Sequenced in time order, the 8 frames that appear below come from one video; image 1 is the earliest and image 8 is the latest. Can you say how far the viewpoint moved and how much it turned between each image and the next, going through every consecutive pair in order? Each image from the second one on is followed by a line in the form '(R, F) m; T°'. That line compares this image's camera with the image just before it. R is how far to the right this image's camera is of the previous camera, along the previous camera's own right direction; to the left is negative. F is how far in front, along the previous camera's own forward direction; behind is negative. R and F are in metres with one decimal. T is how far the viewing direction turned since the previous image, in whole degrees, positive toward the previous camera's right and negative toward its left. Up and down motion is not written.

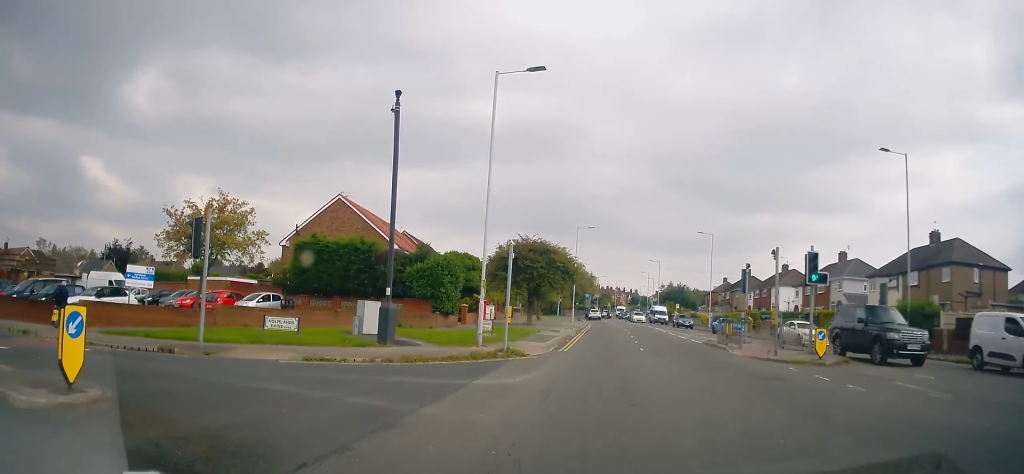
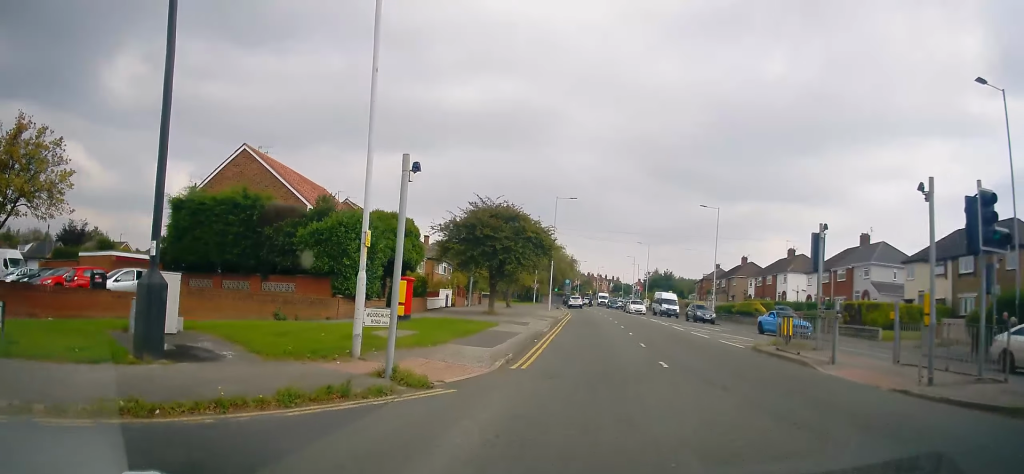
(+0.1, +10.1) m; +6°
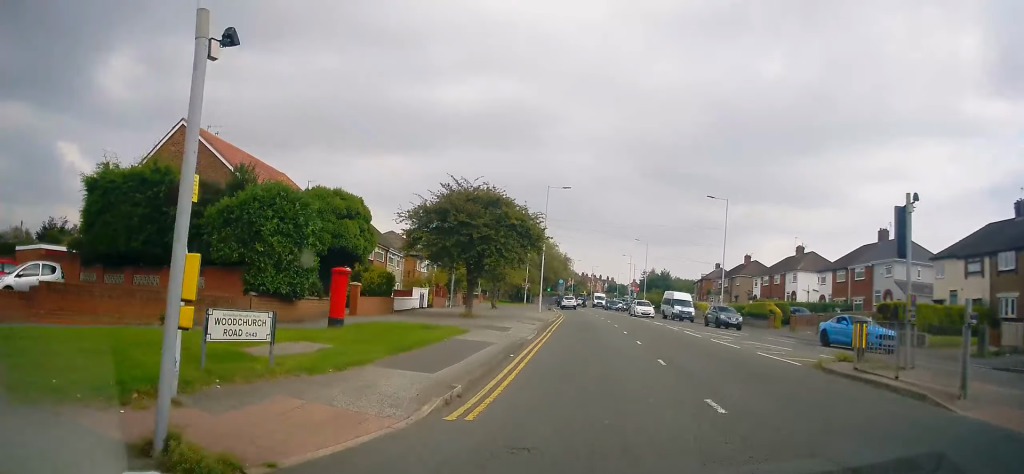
(+0.4, +5.4) m; 0°
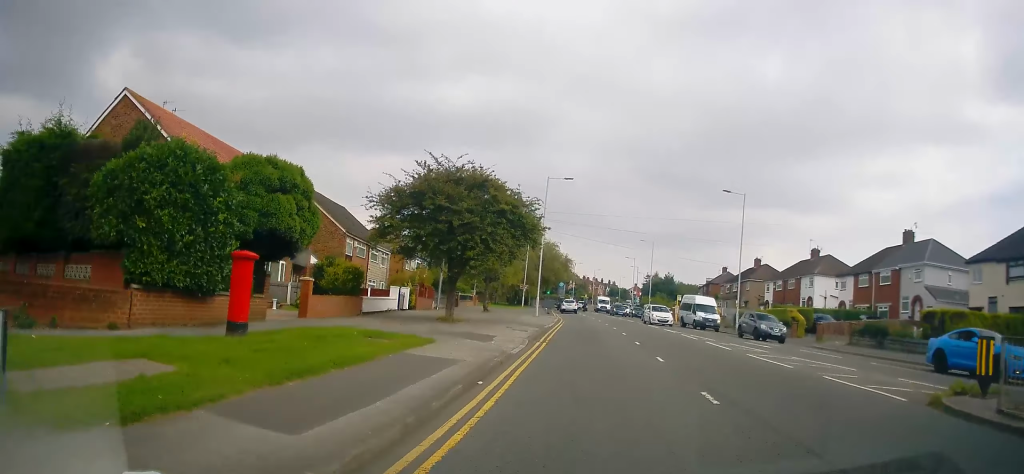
(+0.1, +4.6) m; -1°
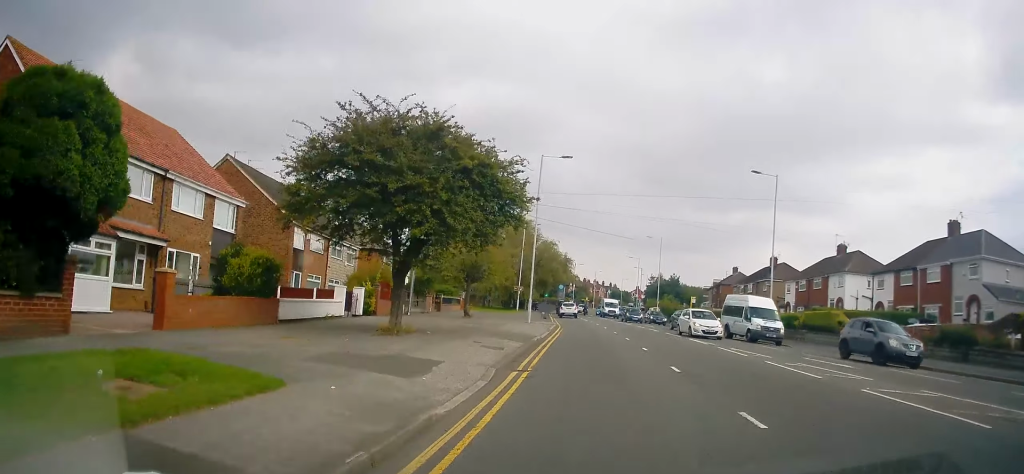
(-0.6, +7.6) m; -2°
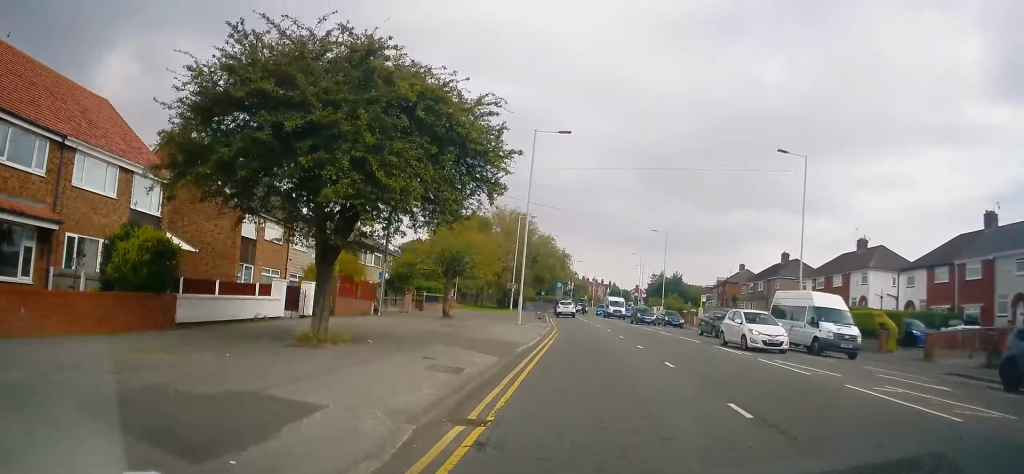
(+0.2, +5.3) m; +2°
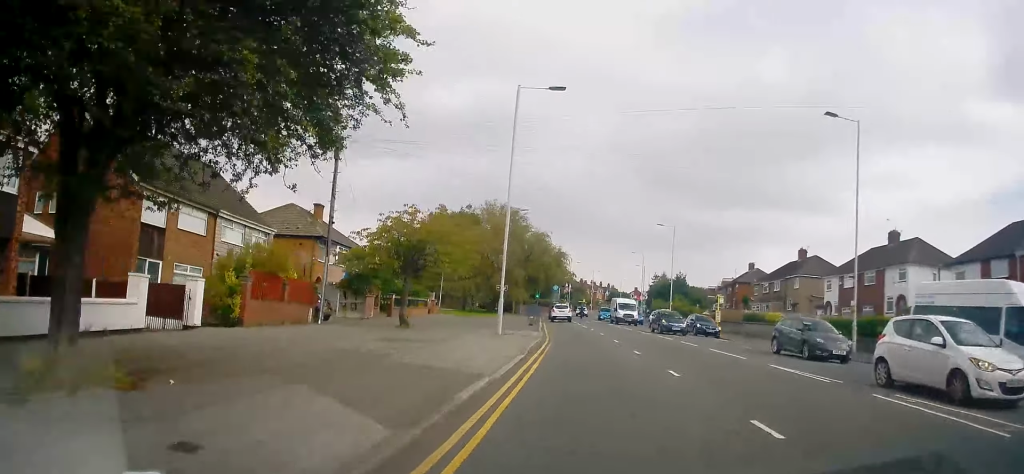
(+0.2, +7.1) m; 0°
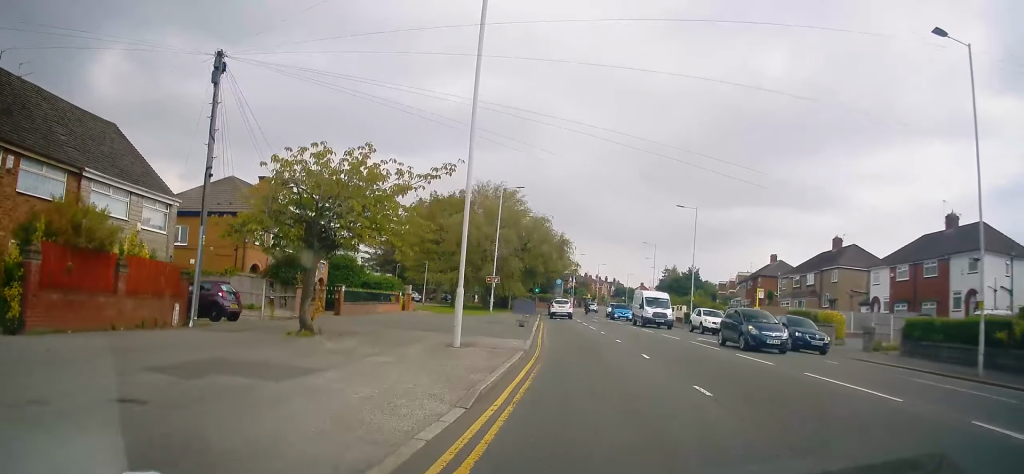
(-0.1, +9.0) m; -2°
